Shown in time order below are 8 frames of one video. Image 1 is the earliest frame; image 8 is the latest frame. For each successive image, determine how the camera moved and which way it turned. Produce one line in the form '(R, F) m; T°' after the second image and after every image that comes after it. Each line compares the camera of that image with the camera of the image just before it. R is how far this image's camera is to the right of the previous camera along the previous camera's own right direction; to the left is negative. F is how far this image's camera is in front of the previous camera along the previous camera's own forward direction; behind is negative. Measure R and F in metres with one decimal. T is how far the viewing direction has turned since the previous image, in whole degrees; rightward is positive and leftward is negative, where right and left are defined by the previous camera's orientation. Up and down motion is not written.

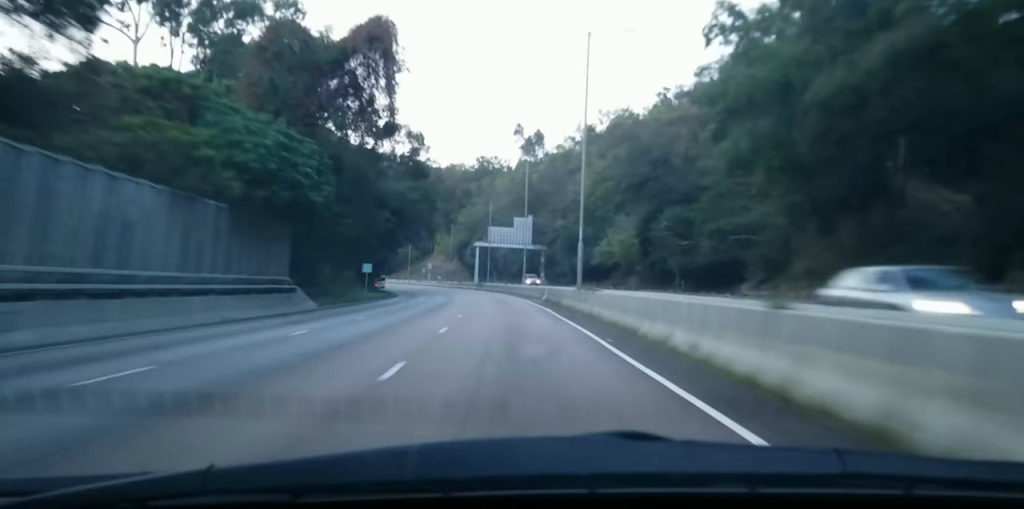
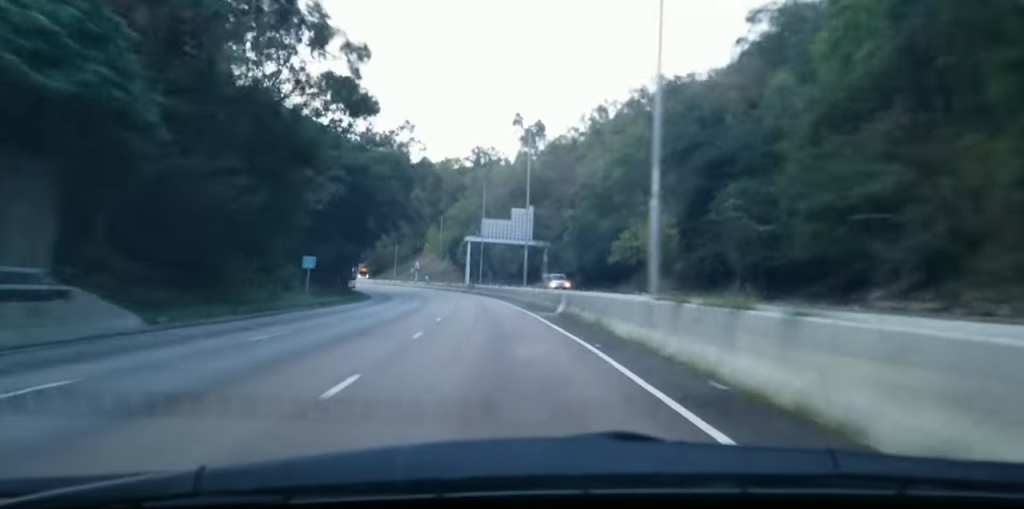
(+0.2, +19.0) m; 0°
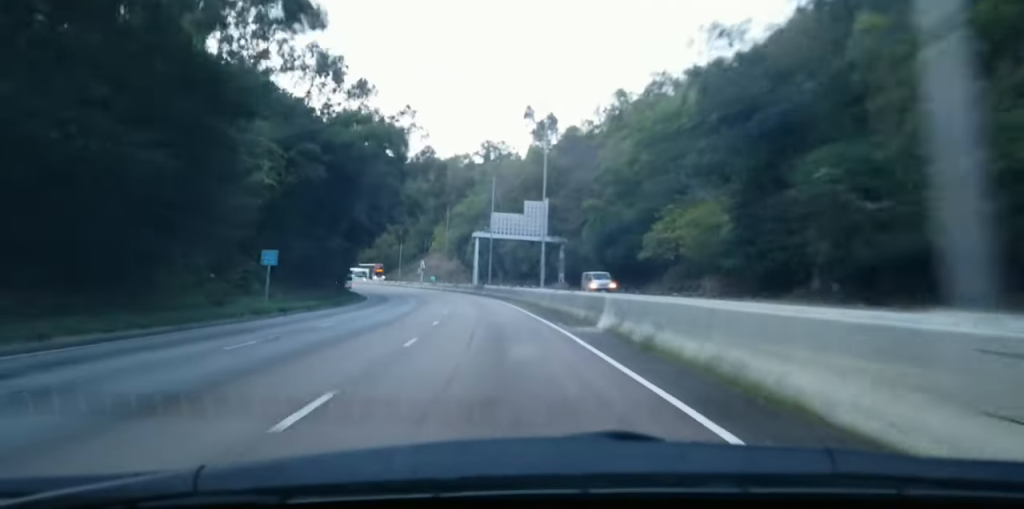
(-0.1, +11.2) m; -1°
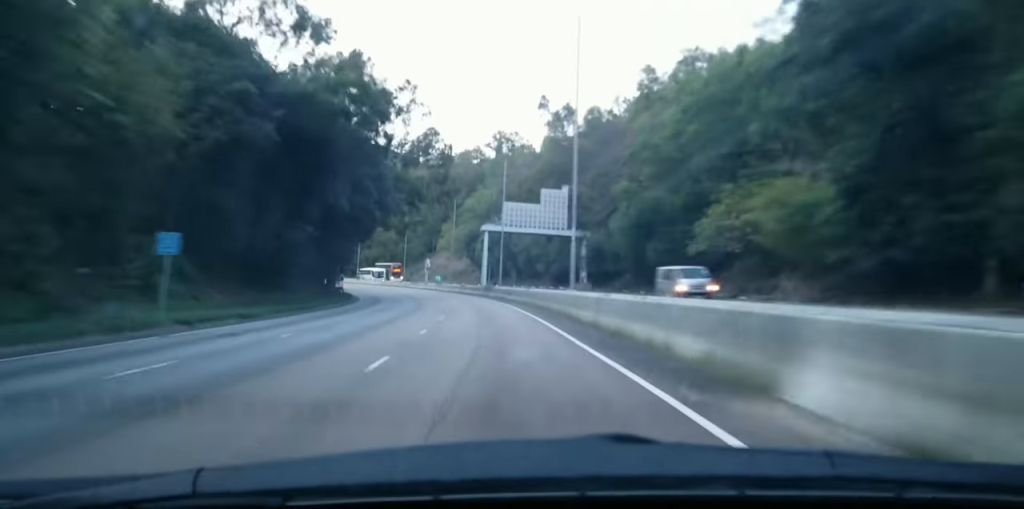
(0.0, +13.4) m; -1°
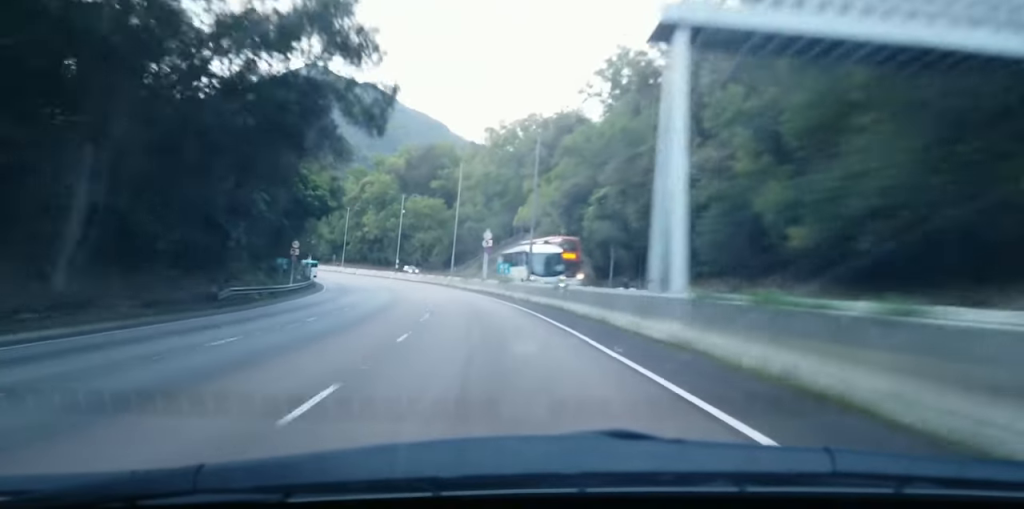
(-3.4, +78.3) m; -6°
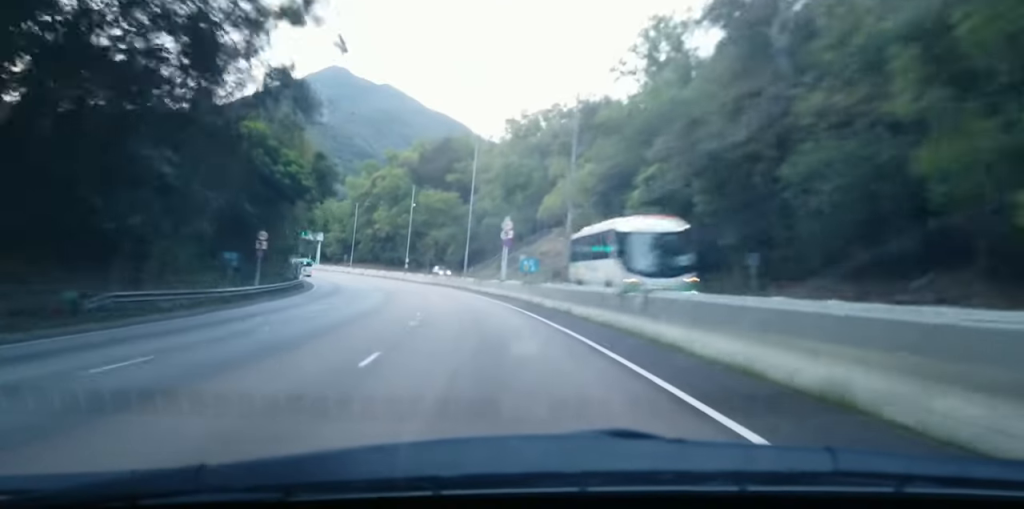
(-0.4, +17.0) m; -2°
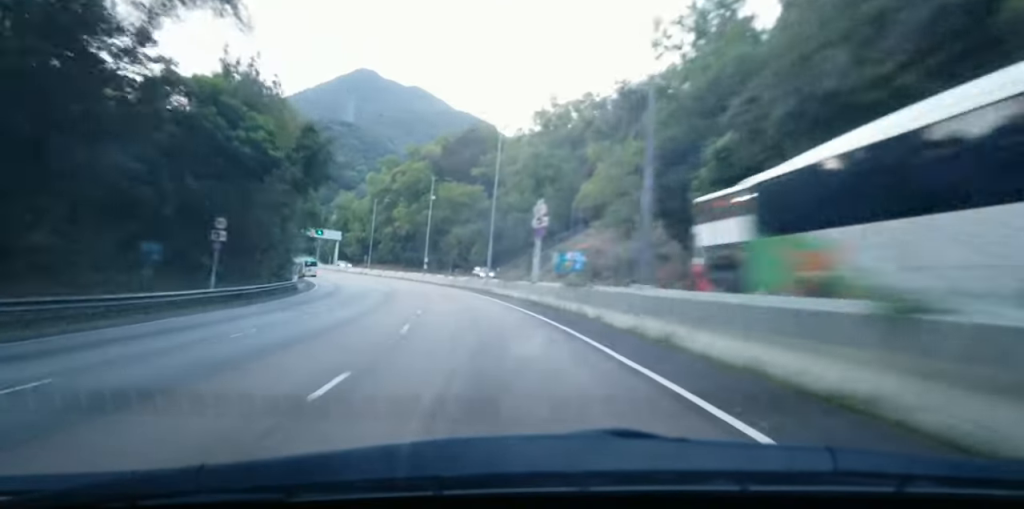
(-0.1, +16.1) m; -2°
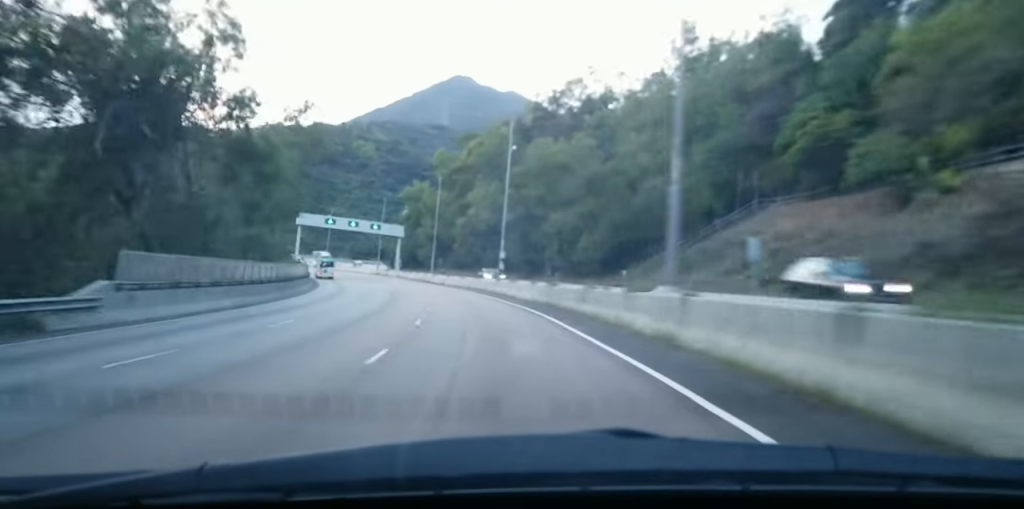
(-1.6, +33.8) m; -7°
